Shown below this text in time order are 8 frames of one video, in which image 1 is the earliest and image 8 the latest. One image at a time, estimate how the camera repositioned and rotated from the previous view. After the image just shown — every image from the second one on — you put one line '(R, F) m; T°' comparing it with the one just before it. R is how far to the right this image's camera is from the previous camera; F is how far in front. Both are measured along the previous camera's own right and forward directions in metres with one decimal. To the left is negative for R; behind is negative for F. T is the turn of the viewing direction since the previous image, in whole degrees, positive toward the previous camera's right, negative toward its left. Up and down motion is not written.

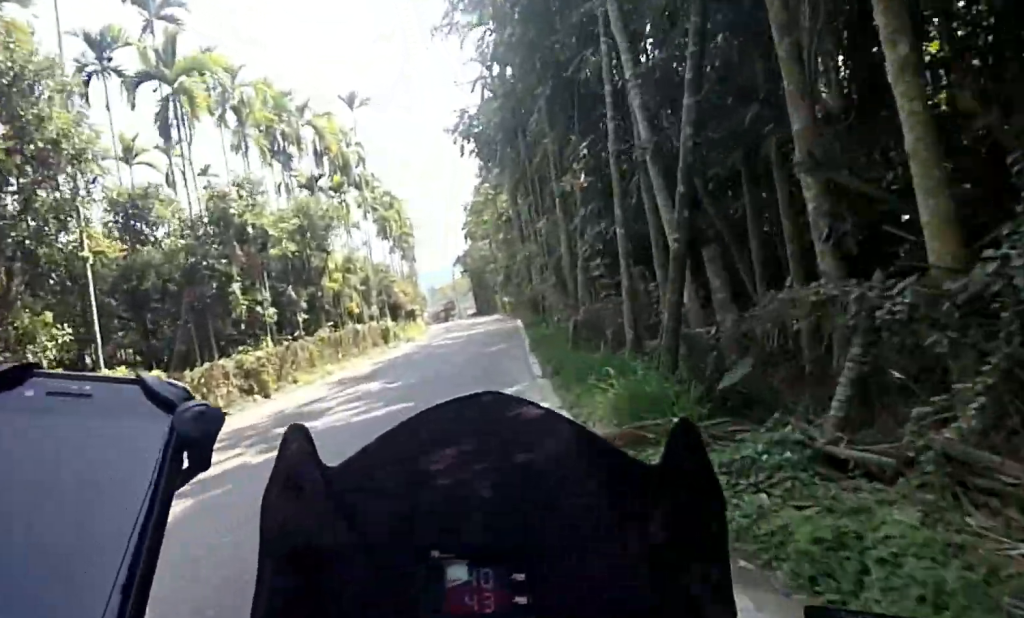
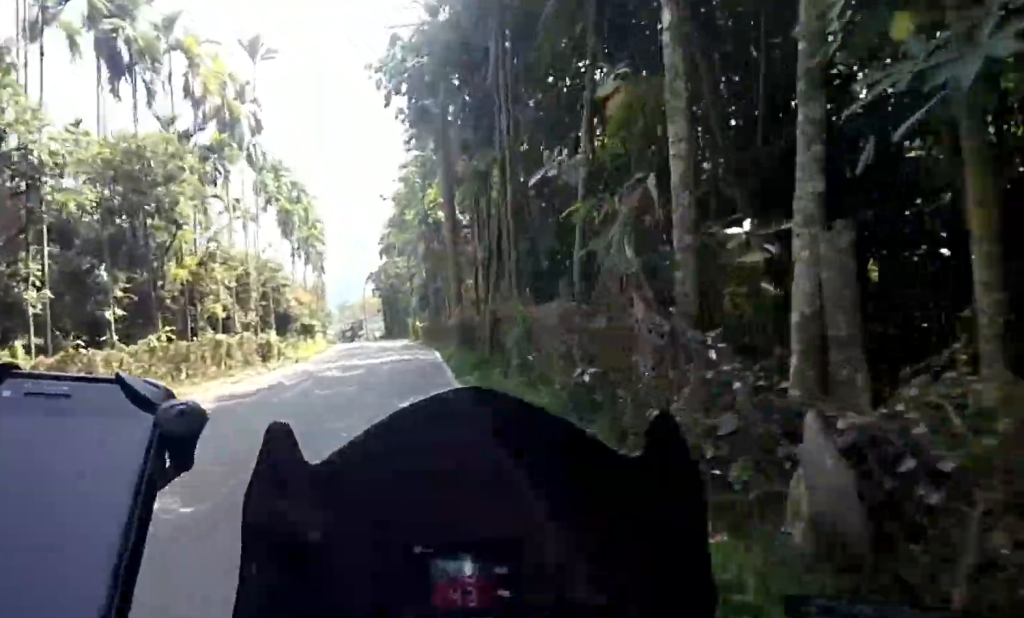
(-0.4, +7.8) m; 0°
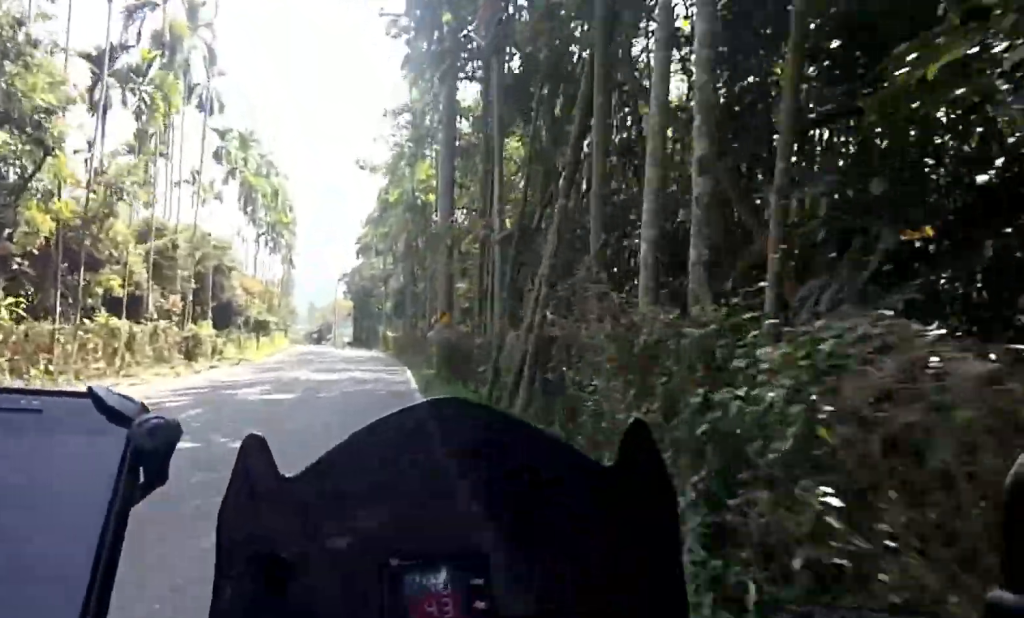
(+0.1, +6.0) m; +3°
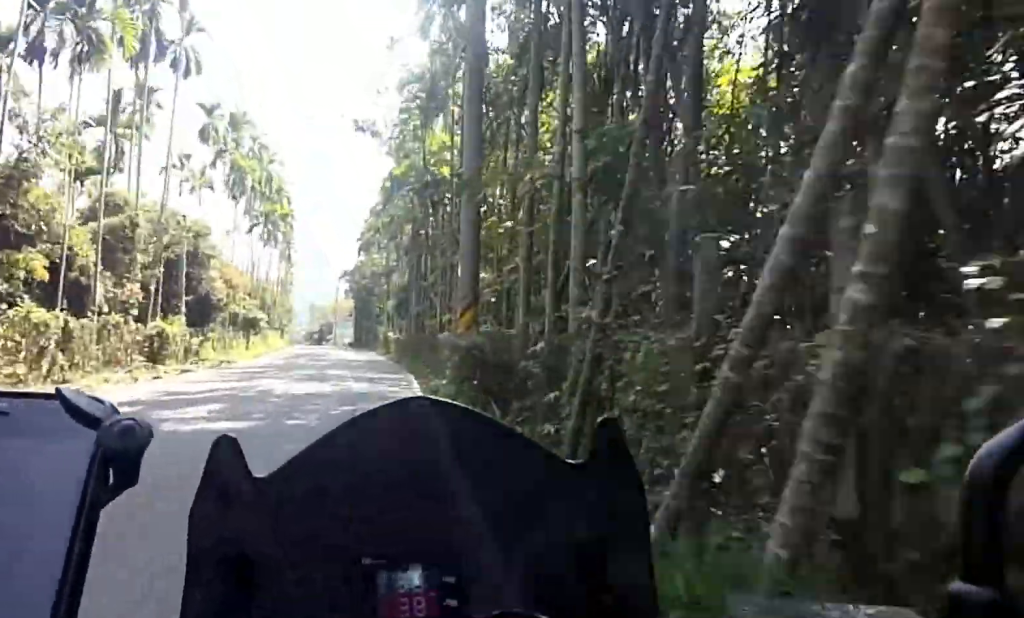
(+0.1, +3.8) m; +3°
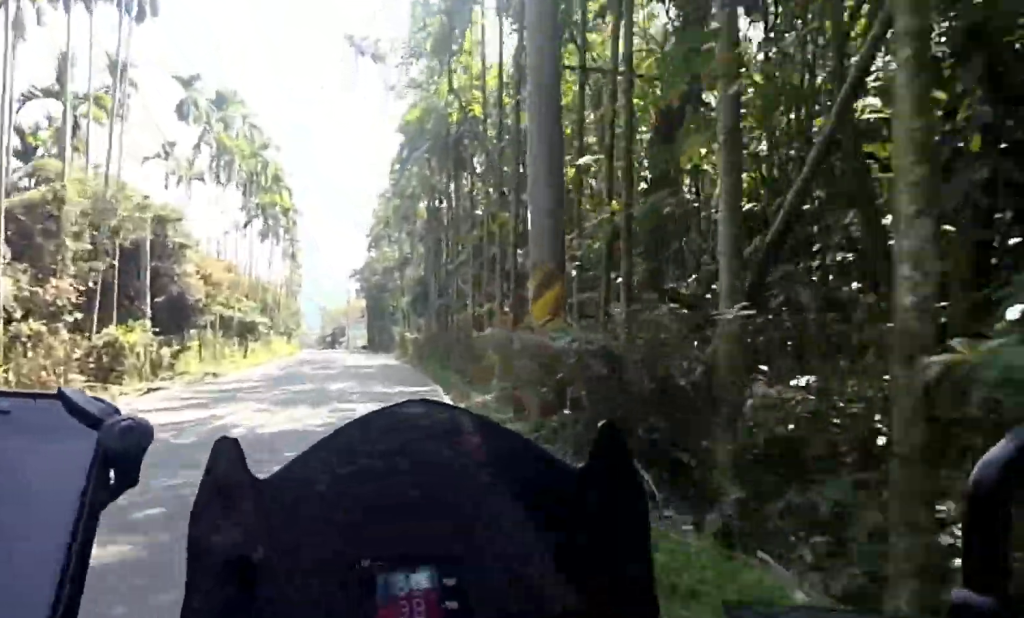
(+0.1, +4.4) m; -1°
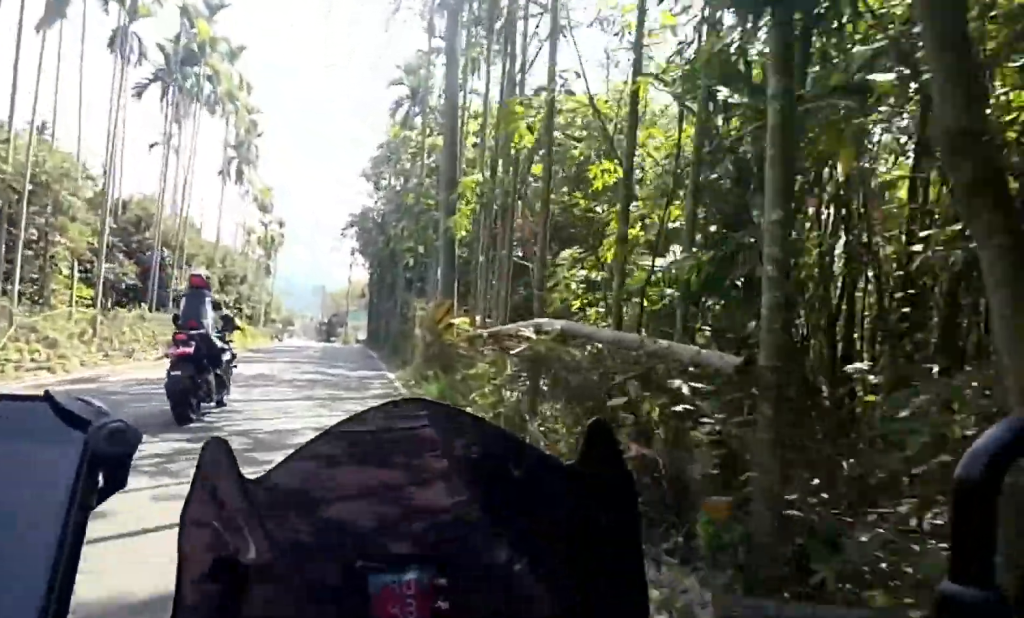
(-1.2, +22.6) m; -6°
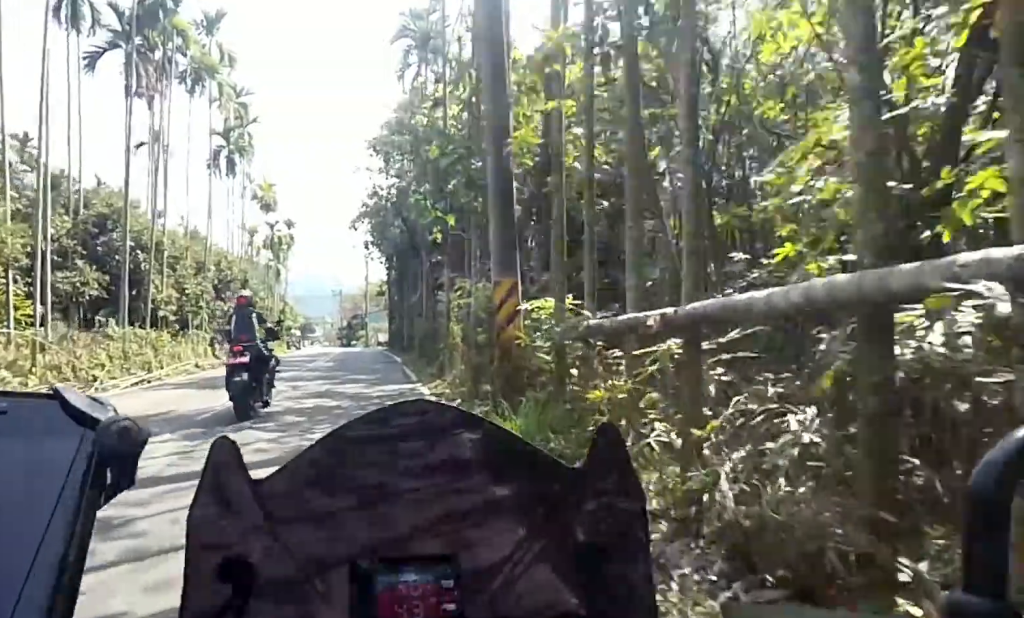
(-0.1, +4.1) m; -2°
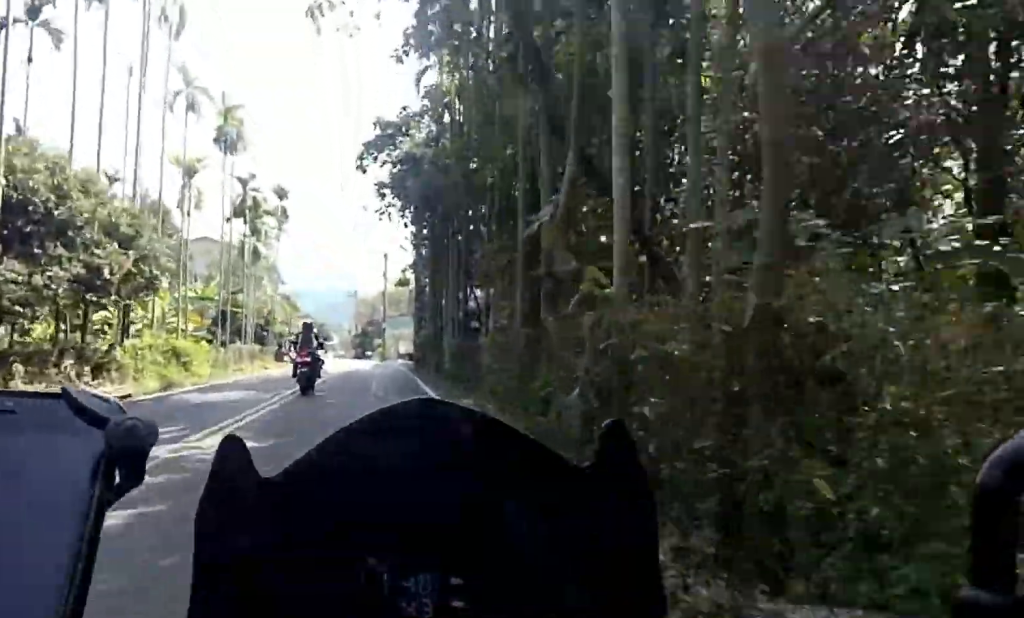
(-2.0, +16.6) m; -7°
